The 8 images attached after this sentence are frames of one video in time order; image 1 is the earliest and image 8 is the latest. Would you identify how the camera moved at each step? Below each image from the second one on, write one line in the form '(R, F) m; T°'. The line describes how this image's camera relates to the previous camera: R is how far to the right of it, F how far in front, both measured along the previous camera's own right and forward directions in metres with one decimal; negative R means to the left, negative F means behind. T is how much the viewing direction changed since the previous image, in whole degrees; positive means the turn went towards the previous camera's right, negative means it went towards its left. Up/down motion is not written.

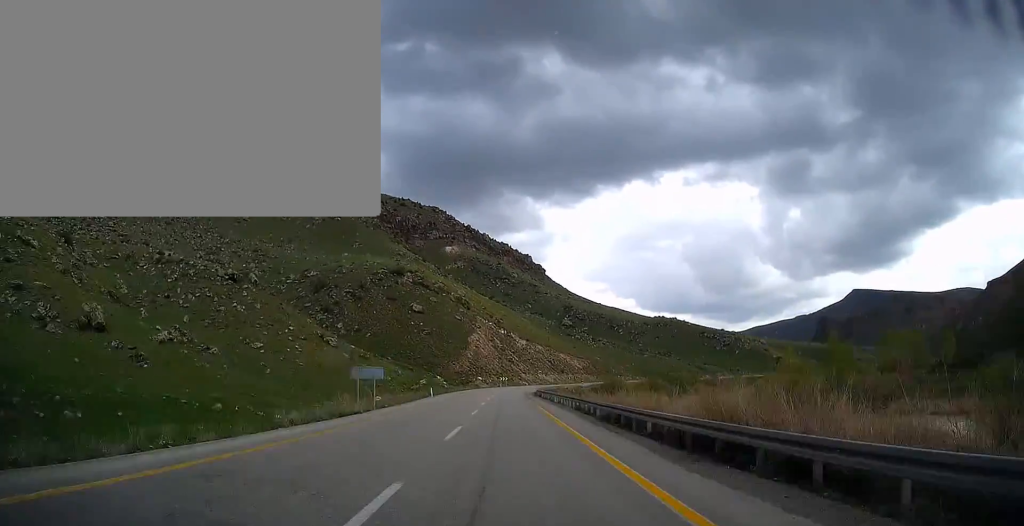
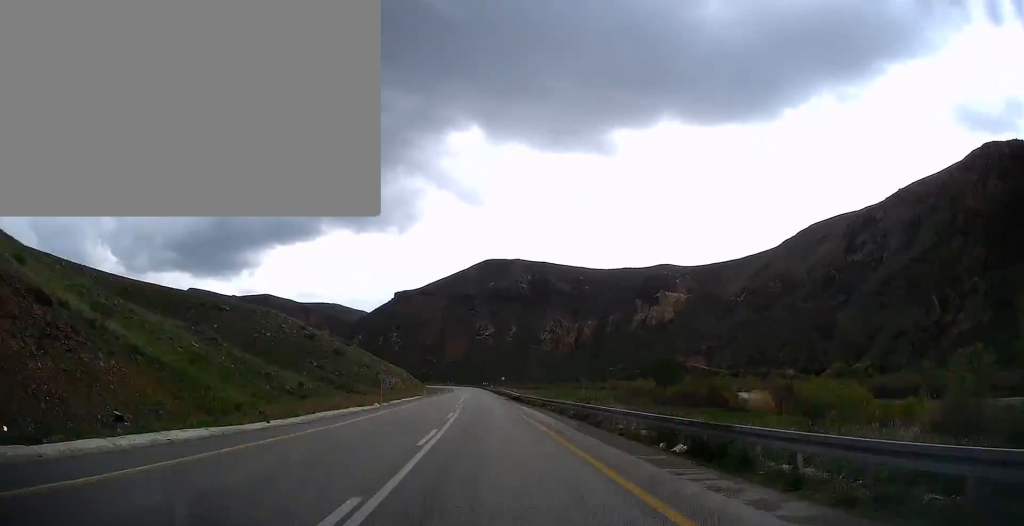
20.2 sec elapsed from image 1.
(+191.4, +331.3) m; +57°
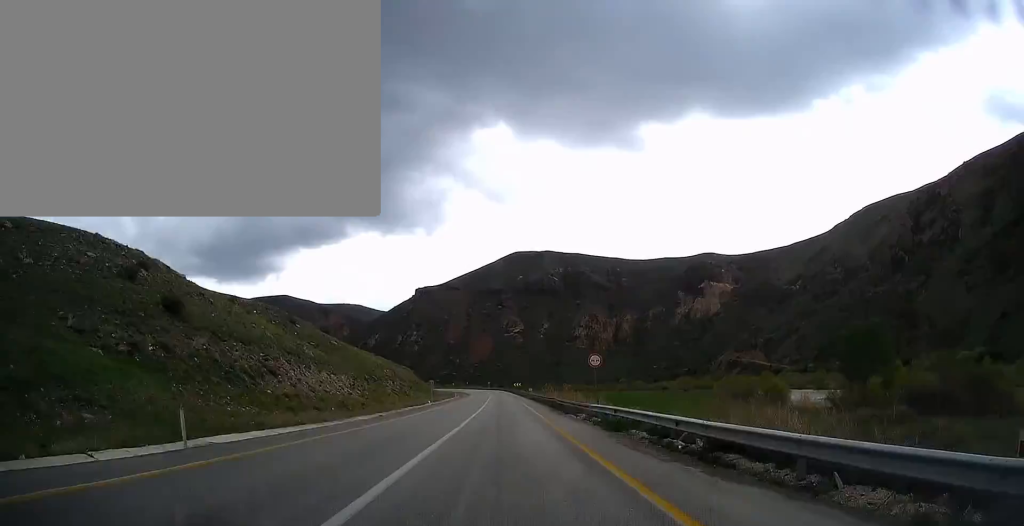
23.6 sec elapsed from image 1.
(+1.5, +69.6) m; -1°
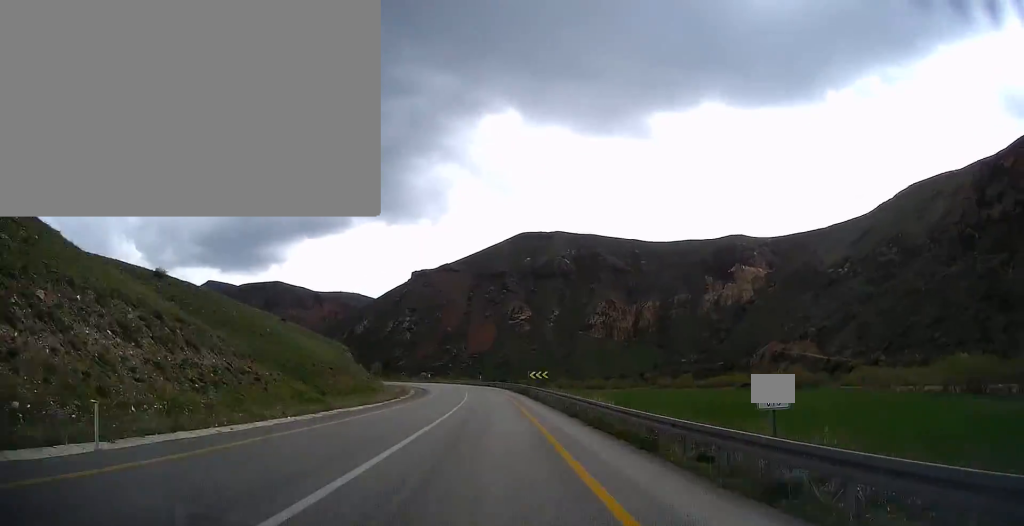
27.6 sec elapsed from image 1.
(+1.0, +81.2) m; -7°
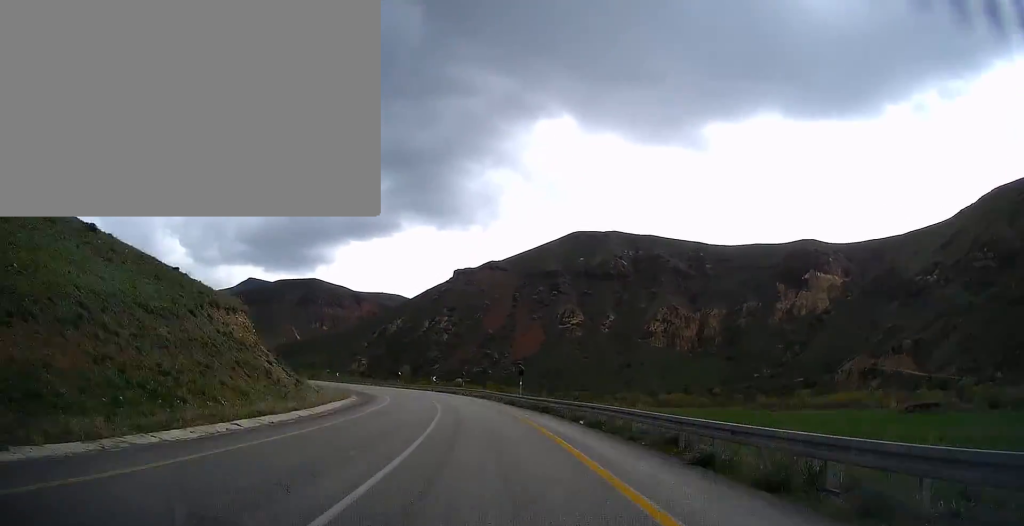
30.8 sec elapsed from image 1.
(-6.5, +64.6) m; -12°
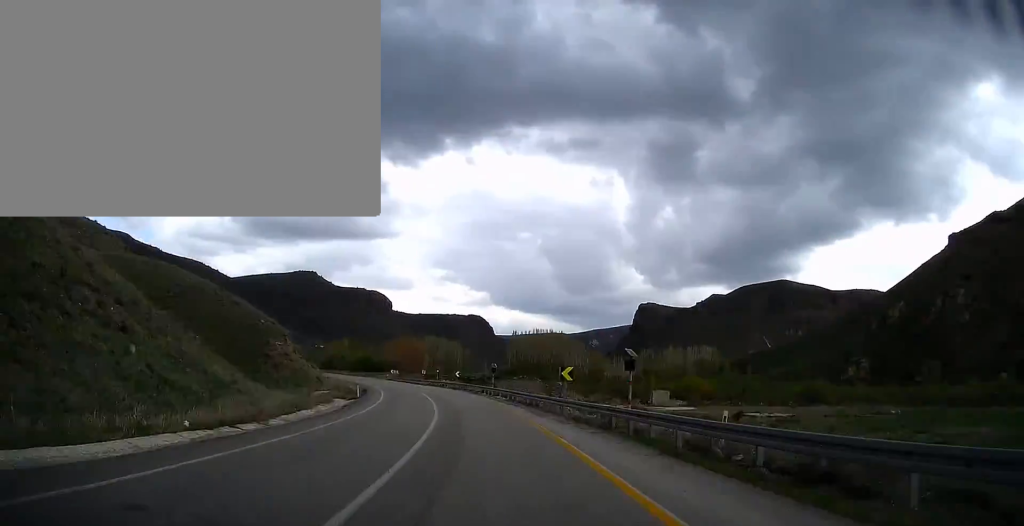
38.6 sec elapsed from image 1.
(-45.1, +145.5) m; -36°
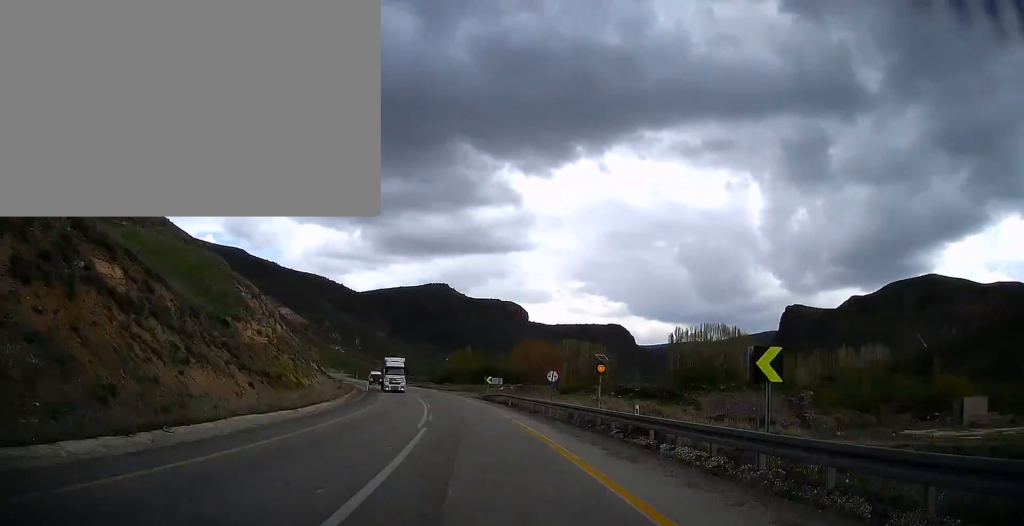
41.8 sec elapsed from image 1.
(-8.6, +65.8) m; -12°
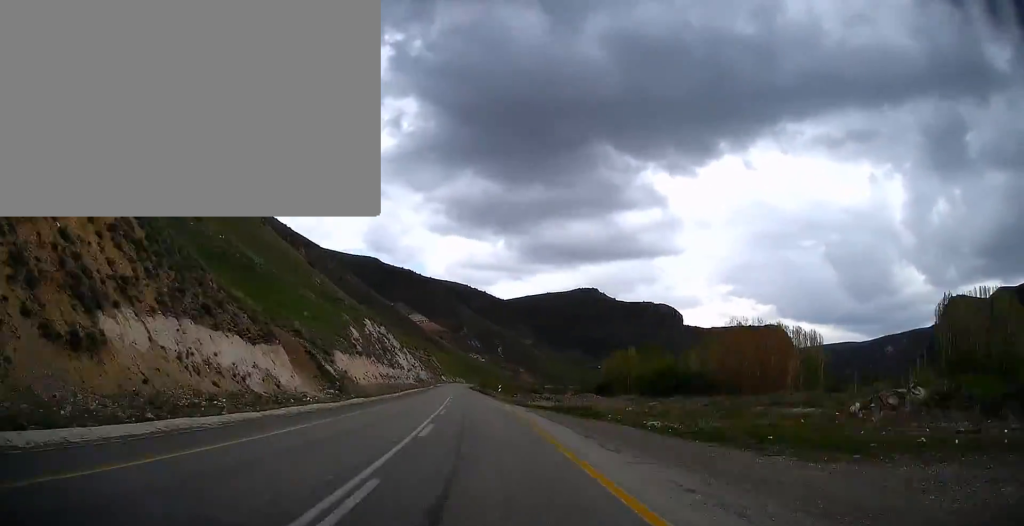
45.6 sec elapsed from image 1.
(-11.4, +83.2) m; -8°
